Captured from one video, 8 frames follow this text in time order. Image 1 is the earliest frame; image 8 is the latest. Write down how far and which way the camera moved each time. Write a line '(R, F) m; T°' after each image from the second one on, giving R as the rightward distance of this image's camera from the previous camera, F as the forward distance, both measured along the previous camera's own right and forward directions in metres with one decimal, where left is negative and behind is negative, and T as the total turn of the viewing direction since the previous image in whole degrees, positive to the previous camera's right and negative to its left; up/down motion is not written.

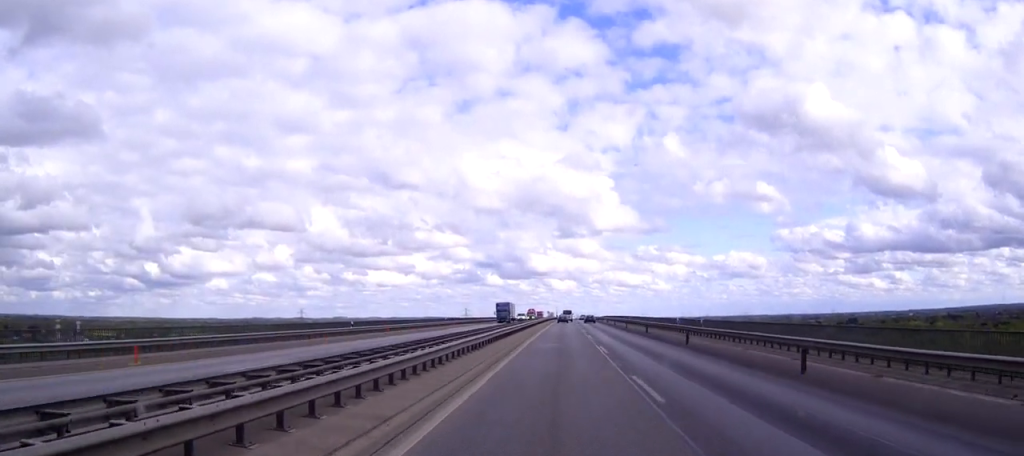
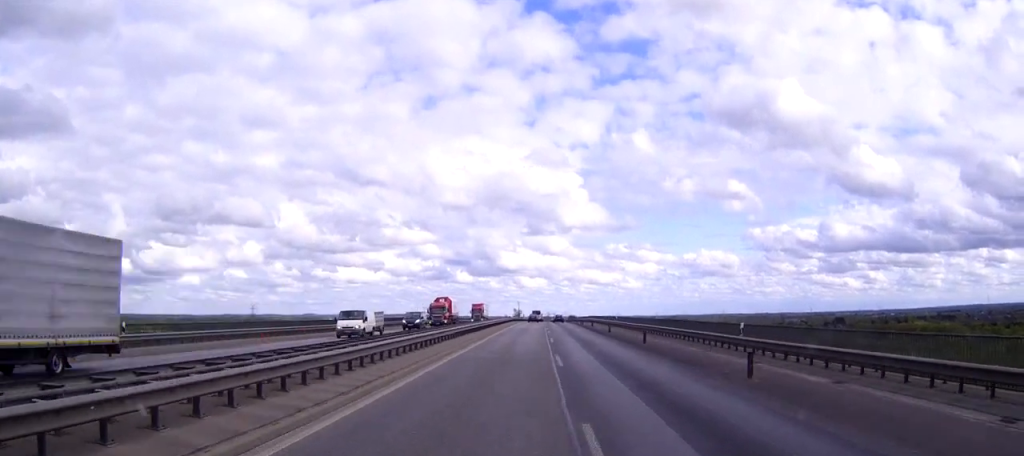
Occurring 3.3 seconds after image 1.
(+1.3, +81.5) m; +2°
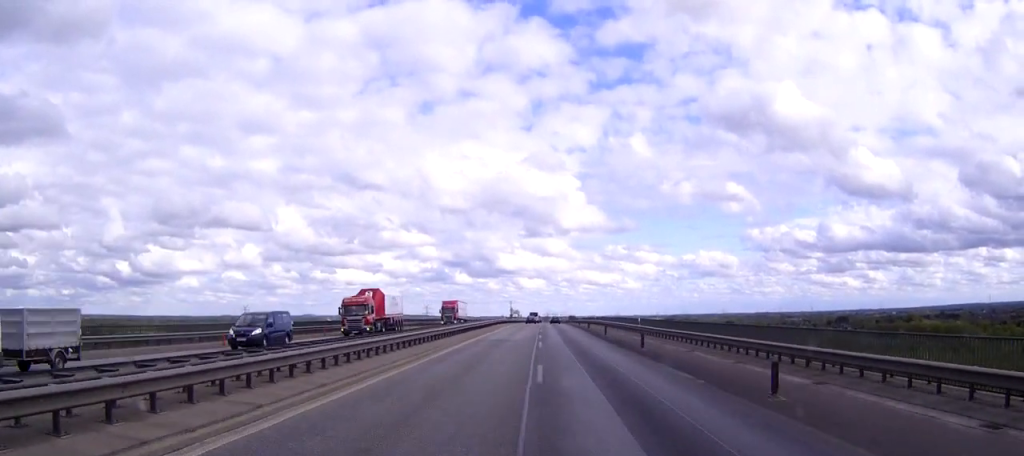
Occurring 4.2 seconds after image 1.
(0.0, +24.1) m; 0°
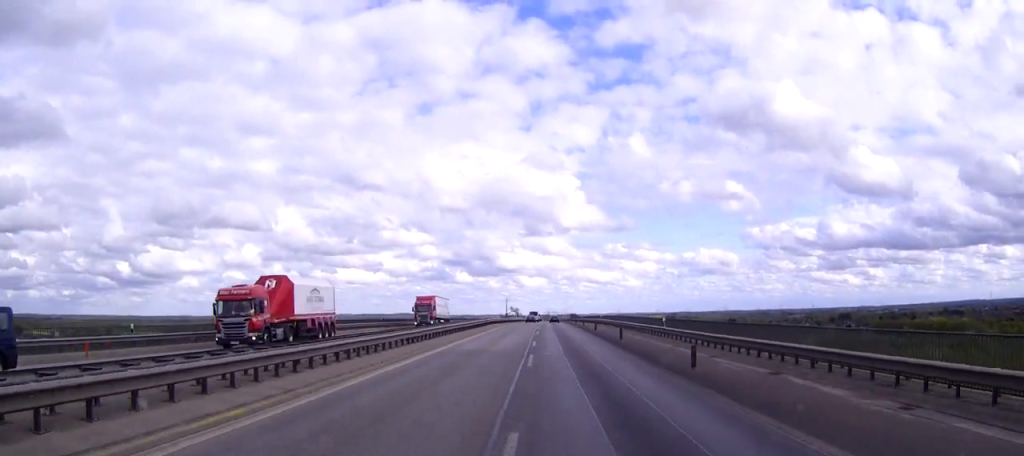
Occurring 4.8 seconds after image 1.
(0.0, +13.3) m; 0°
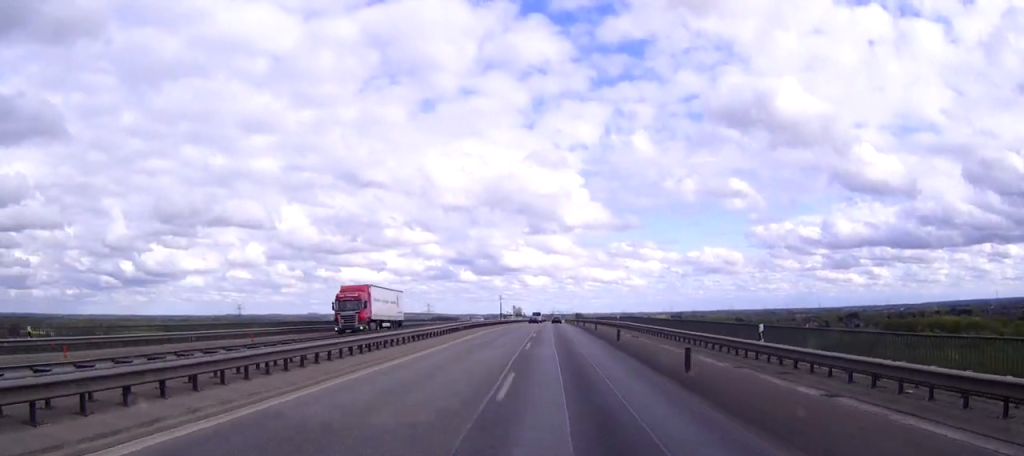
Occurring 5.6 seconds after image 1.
(+0.1, +20.8) m; 0°
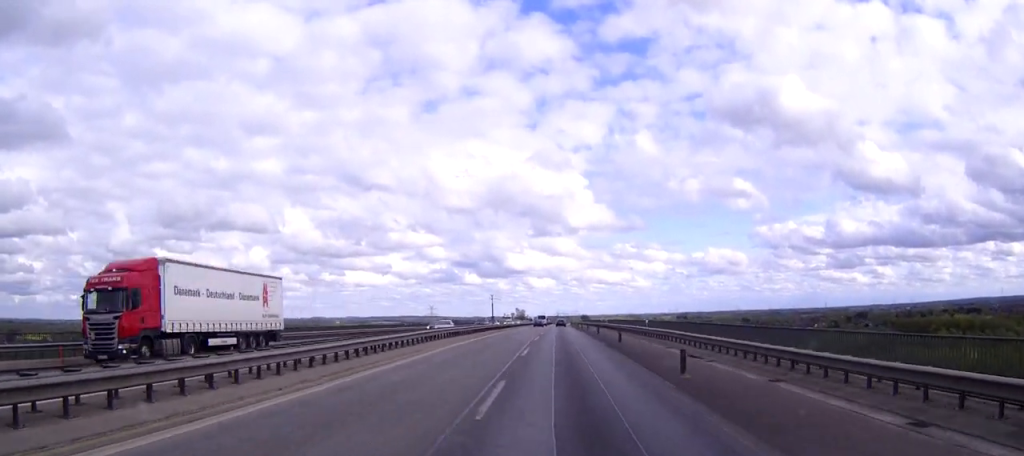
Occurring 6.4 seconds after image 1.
(-0.1, +20.2) m; 0°
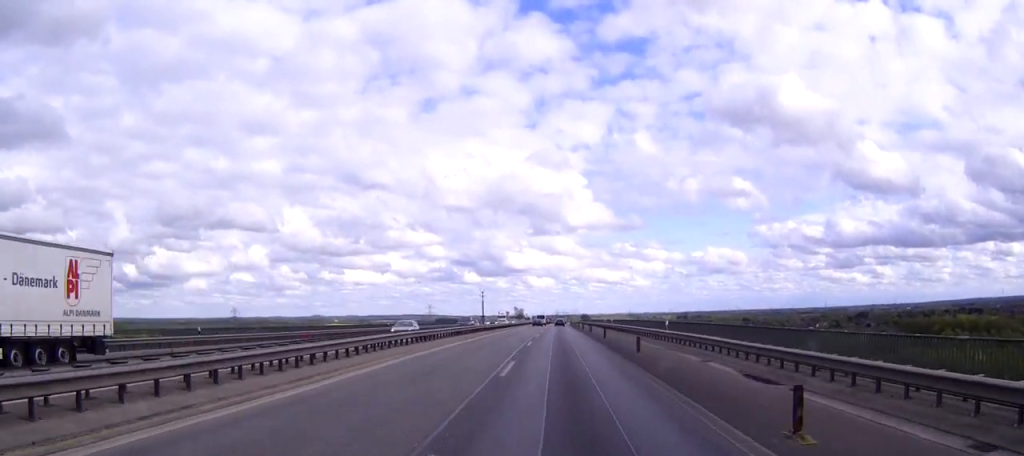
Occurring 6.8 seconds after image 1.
(0.0, +10.1) m; 0°
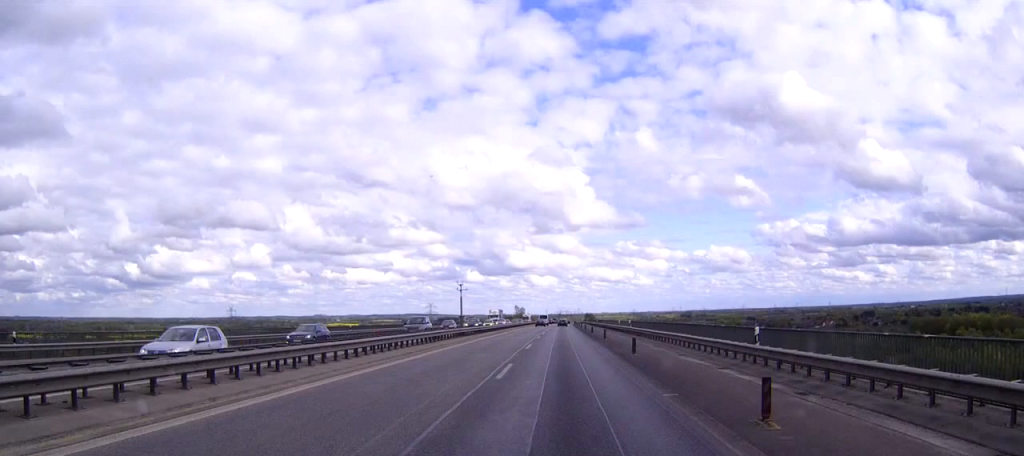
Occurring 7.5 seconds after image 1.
(0.0, +18.6) m; 0°
